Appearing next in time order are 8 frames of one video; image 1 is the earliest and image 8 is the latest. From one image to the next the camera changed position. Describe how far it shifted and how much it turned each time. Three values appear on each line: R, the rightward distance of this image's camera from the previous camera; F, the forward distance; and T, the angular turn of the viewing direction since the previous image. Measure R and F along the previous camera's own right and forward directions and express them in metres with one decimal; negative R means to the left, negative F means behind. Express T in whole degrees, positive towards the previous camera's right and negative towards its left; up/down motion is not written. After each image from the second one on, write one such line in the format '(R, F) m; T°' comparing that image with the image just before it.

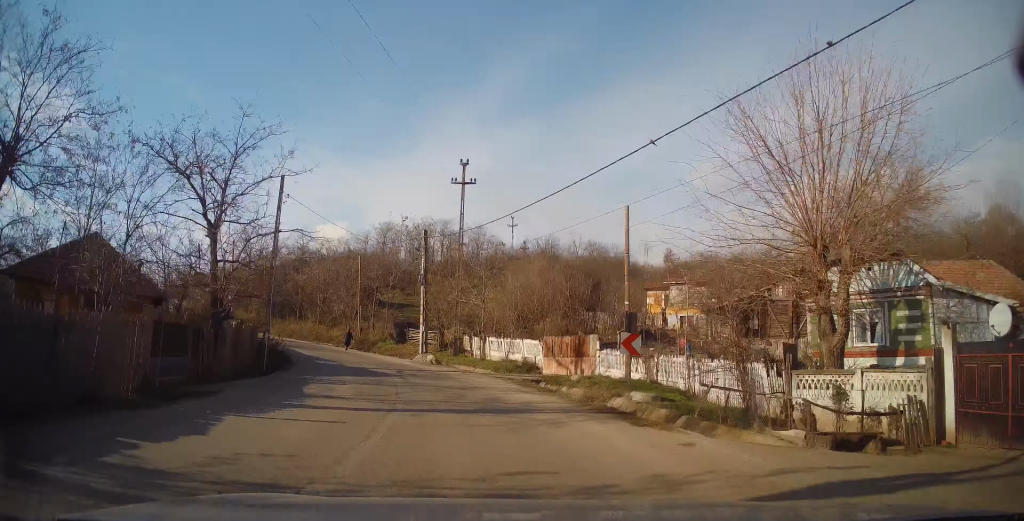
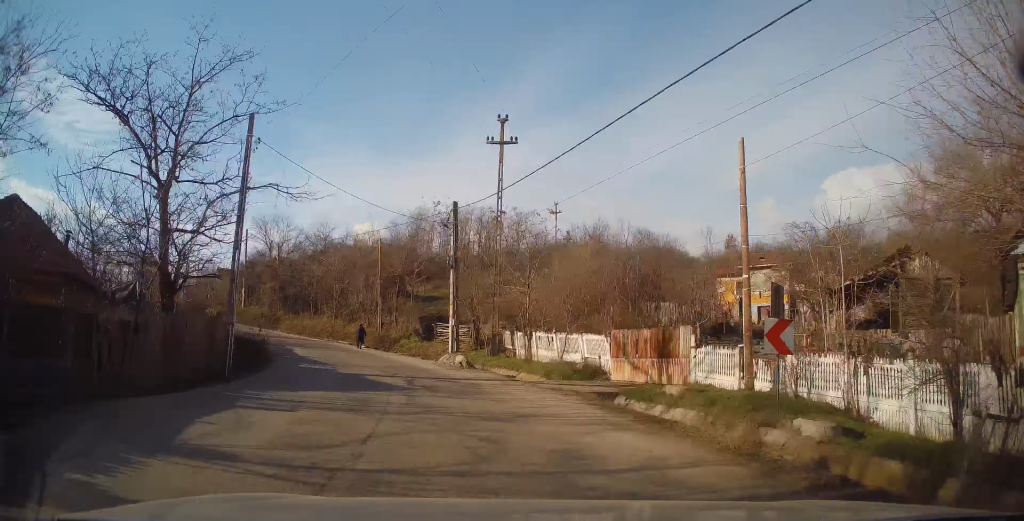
(0.0, +6.8) m; -6°
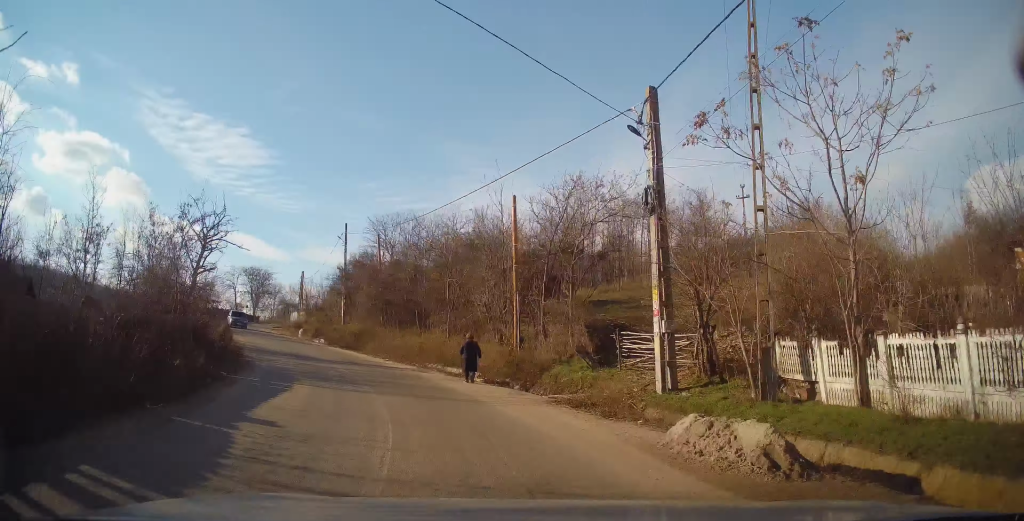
(-2.8, +16.2) m; -17°
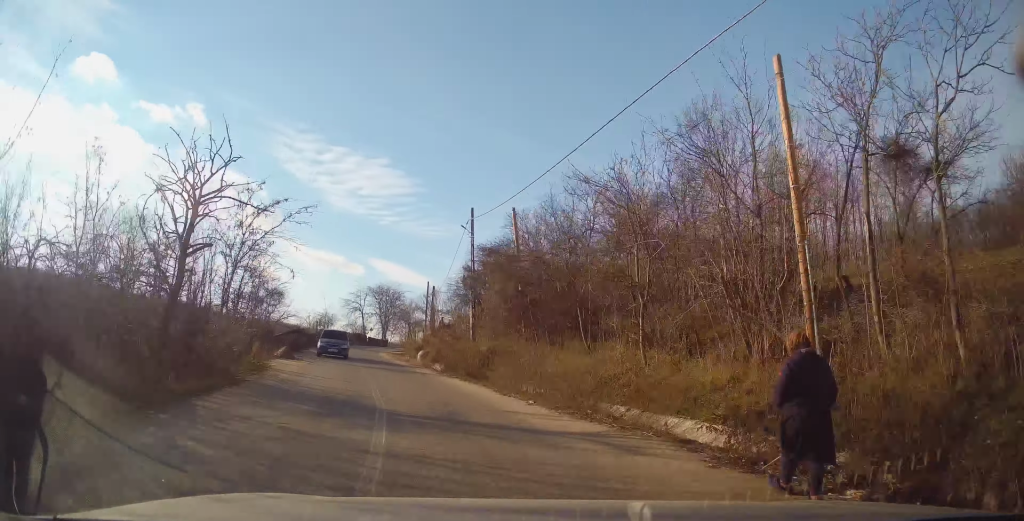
(-1.4, +12.8) m; -13°
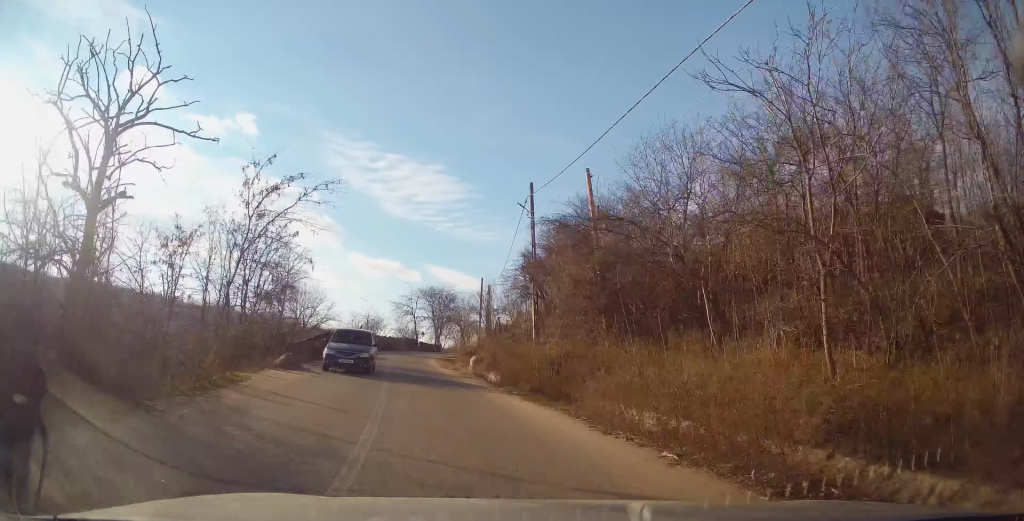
(+0.1, +6.3) m; -6°
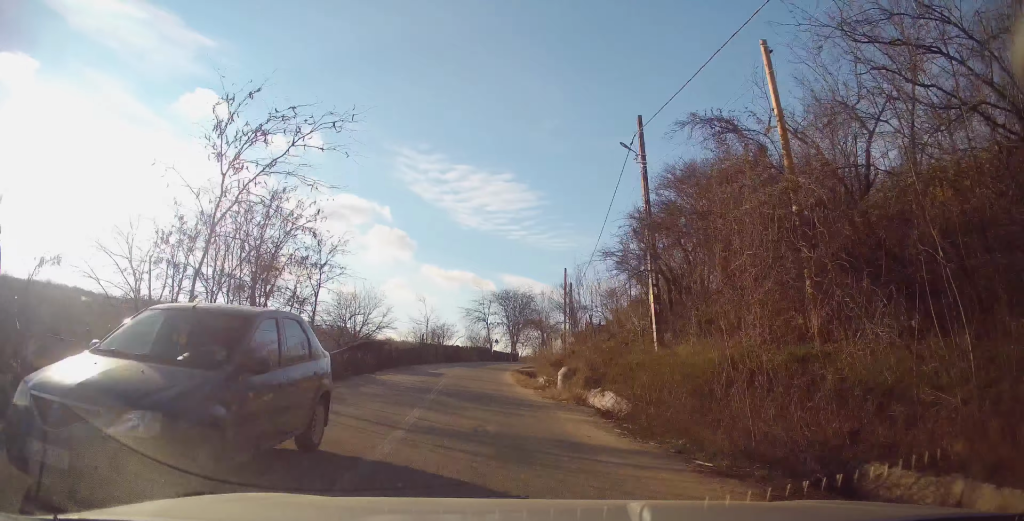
(-1.1, +9.1) m; -6°
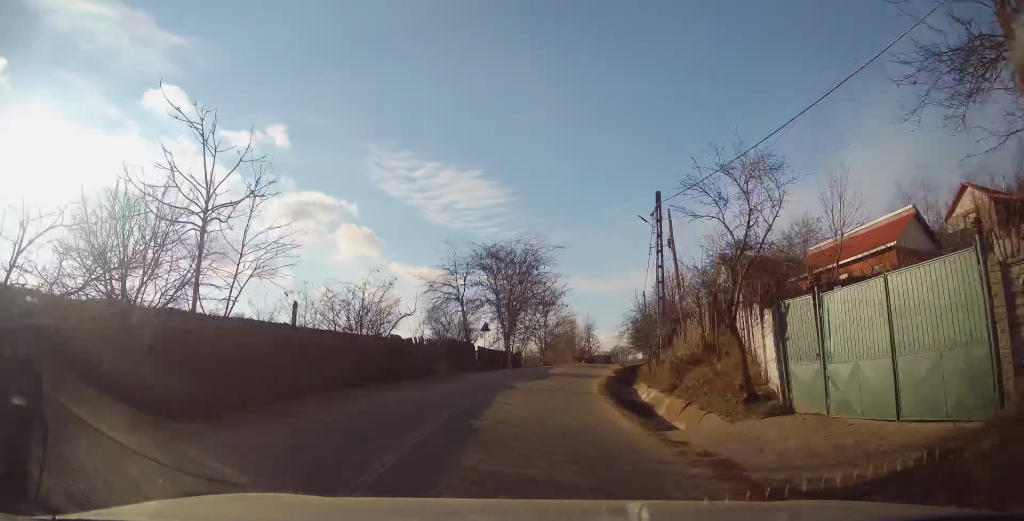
(-1.2, +33.1) m; +2°
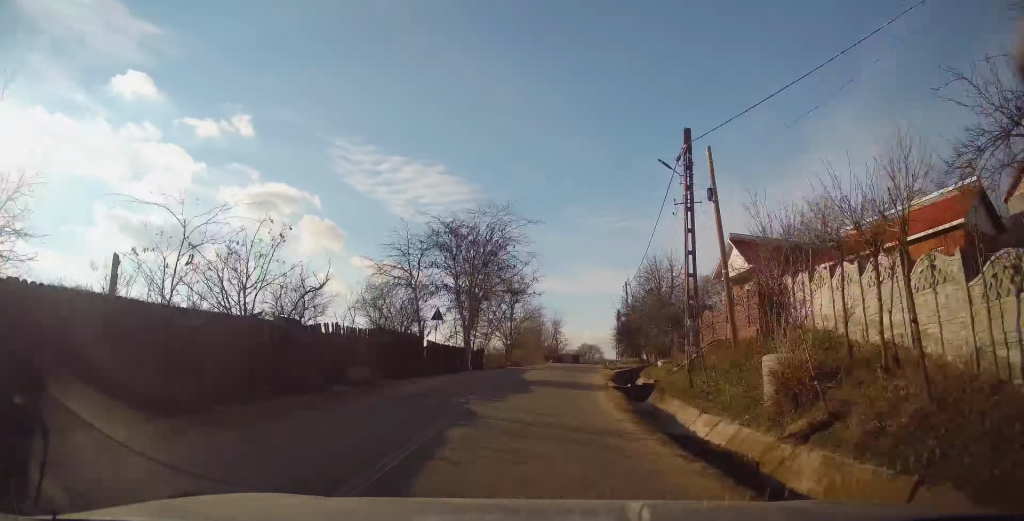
(+0.3, +8.8) m; +4°
